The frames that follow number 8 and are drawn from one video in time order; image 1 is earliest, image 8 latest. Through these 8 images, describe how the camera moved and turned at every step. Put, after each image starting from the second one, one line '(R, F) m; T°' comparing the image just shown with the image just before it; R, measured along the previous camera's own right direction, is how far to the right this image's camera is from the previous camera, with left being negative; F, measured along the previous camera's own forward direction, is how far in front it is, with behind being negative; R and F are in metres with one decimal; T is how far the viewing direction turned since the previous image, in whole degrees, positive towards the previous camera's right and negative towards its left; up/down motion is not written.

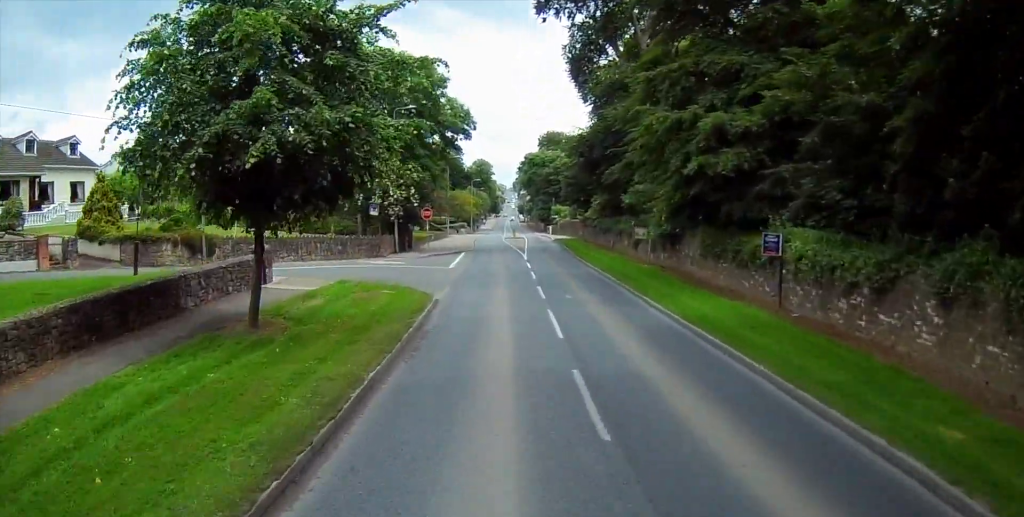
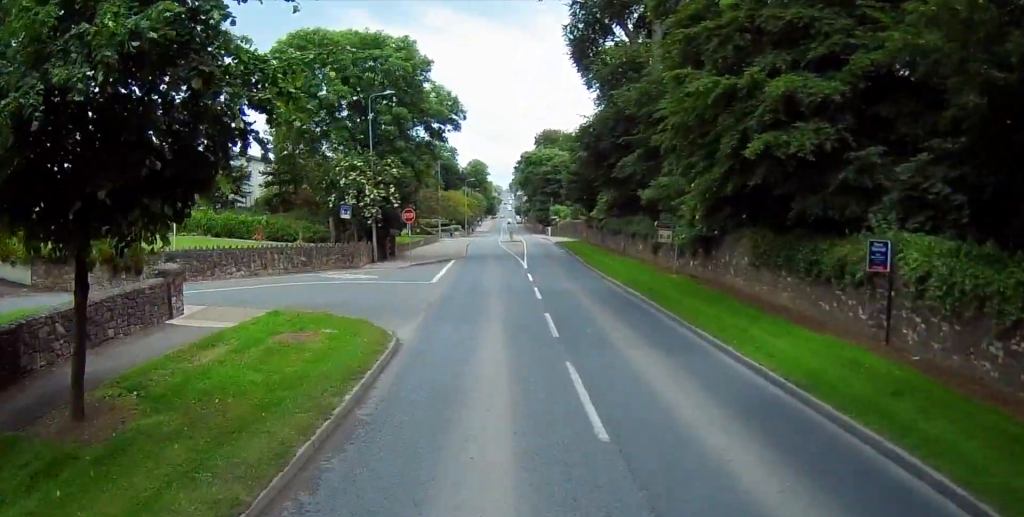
(0.0, +6.2) m; 0°
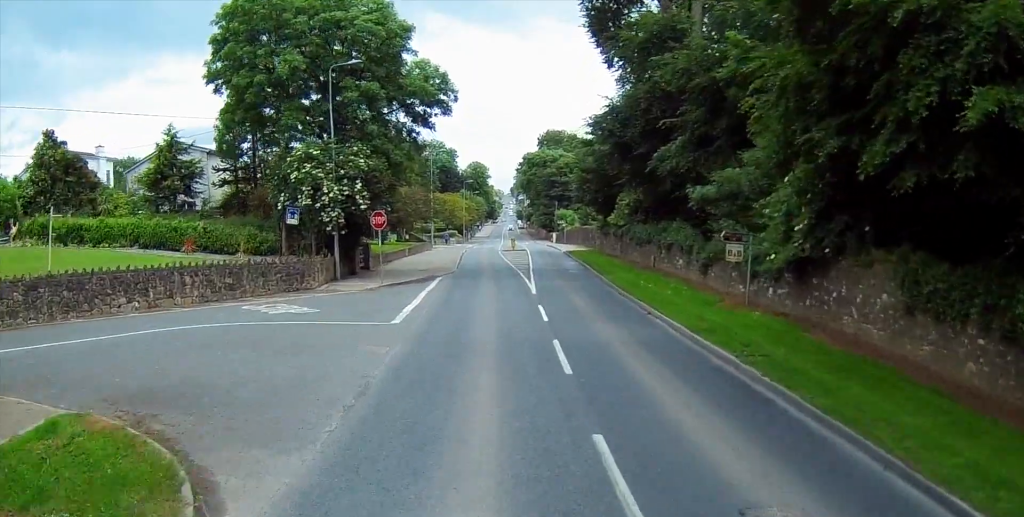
(0.0, +8.8) m; 0°
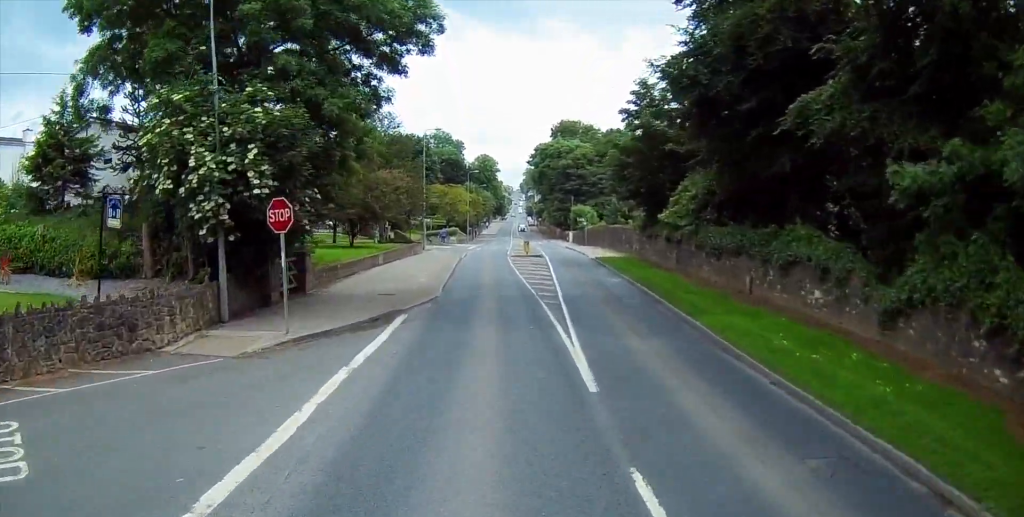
(0.0, +13.1) m; 0°
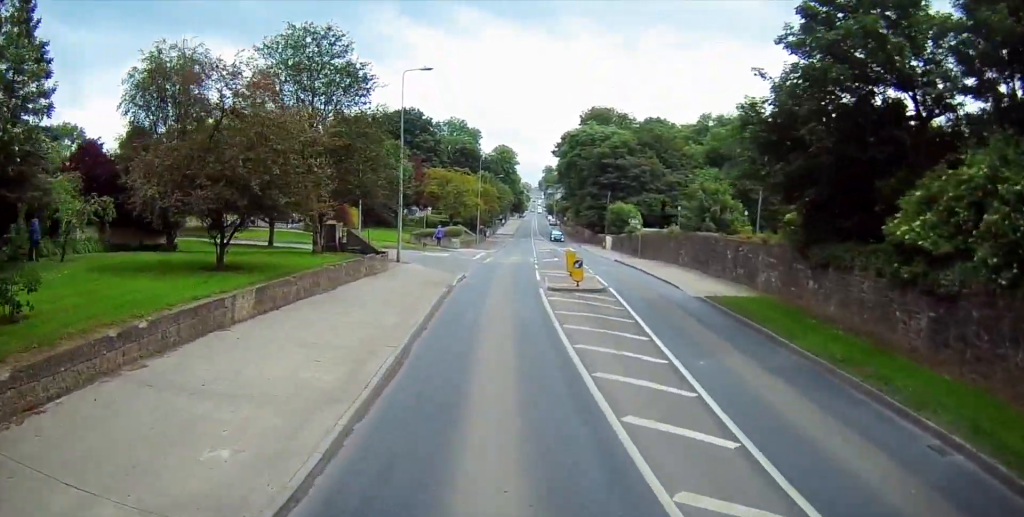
(-0.2, +20.4) m; -1°
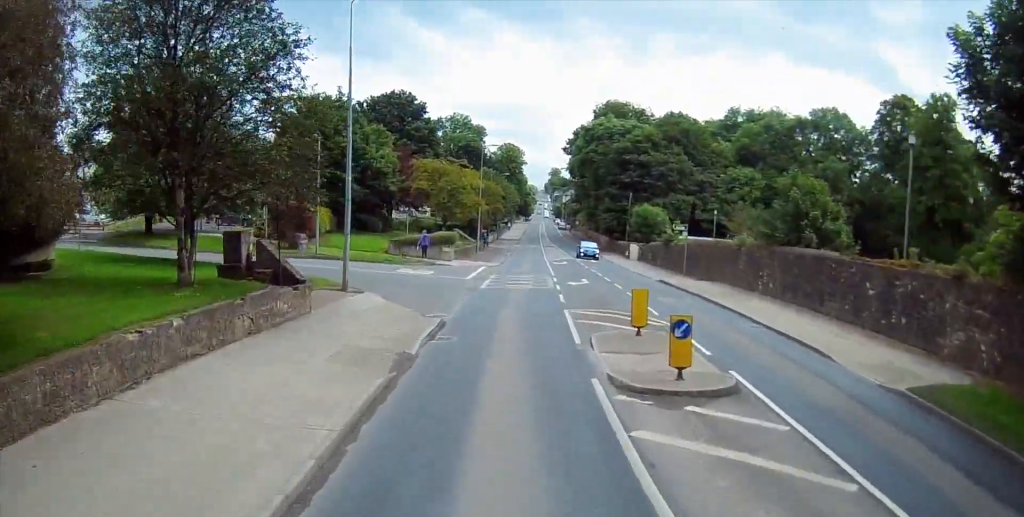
(0.0, +12.1) m; 0°
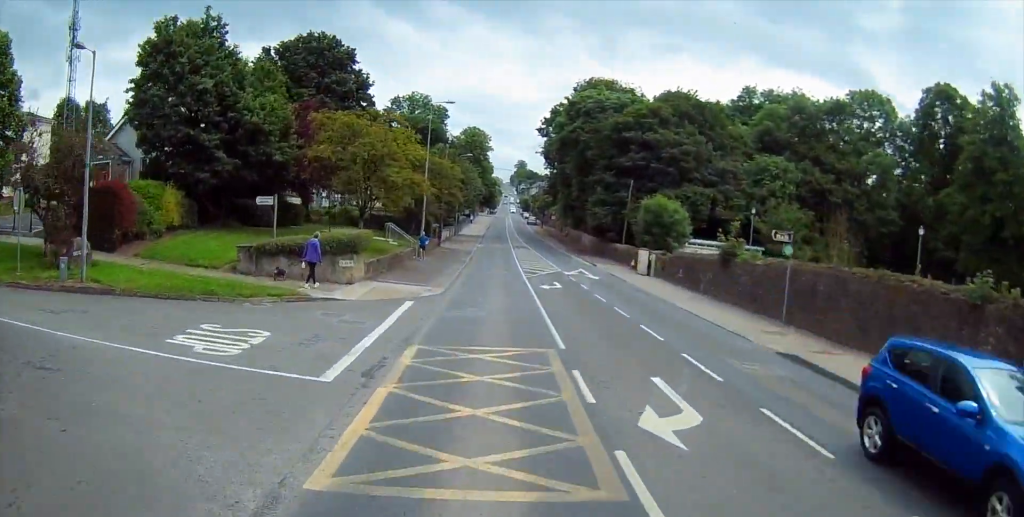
(-0.1, +19.1) m; -1°
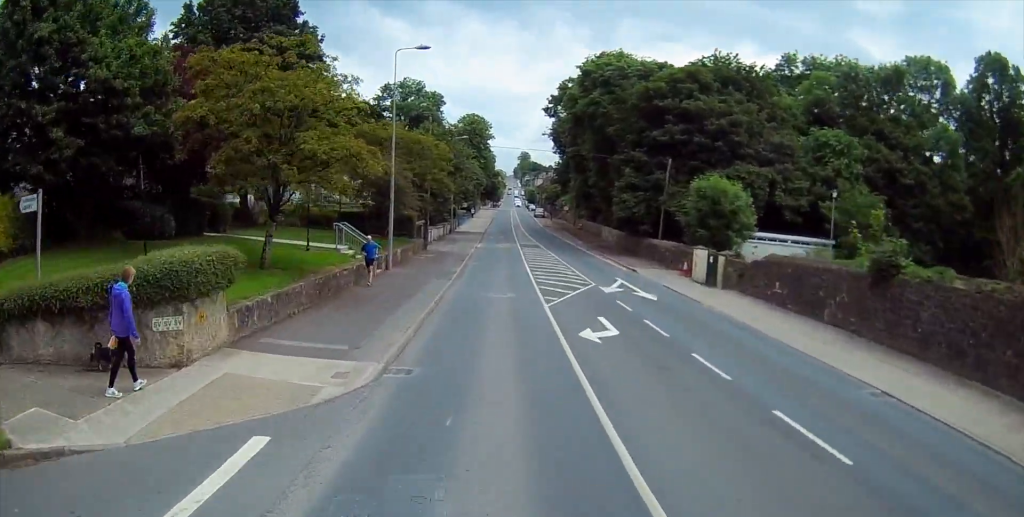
(-0.1, +12.6) m; +1°
